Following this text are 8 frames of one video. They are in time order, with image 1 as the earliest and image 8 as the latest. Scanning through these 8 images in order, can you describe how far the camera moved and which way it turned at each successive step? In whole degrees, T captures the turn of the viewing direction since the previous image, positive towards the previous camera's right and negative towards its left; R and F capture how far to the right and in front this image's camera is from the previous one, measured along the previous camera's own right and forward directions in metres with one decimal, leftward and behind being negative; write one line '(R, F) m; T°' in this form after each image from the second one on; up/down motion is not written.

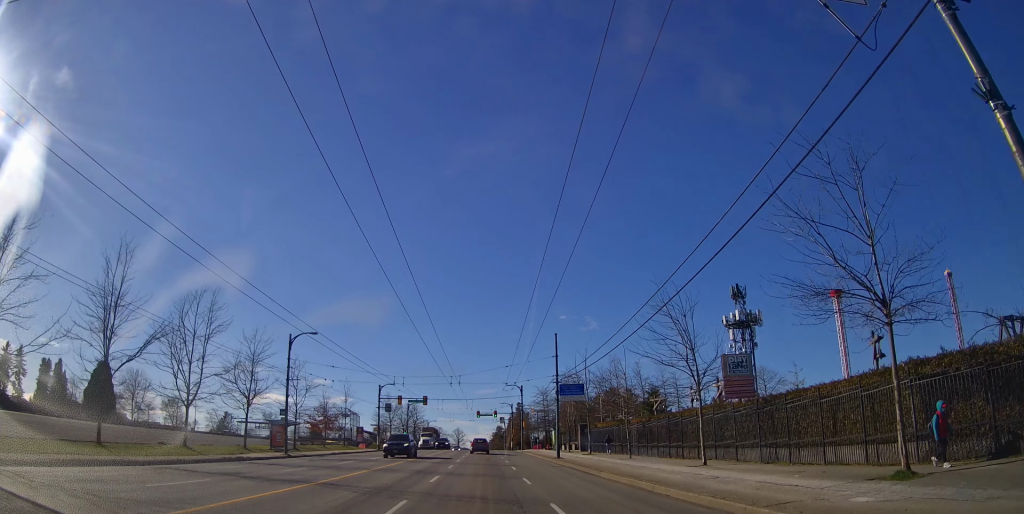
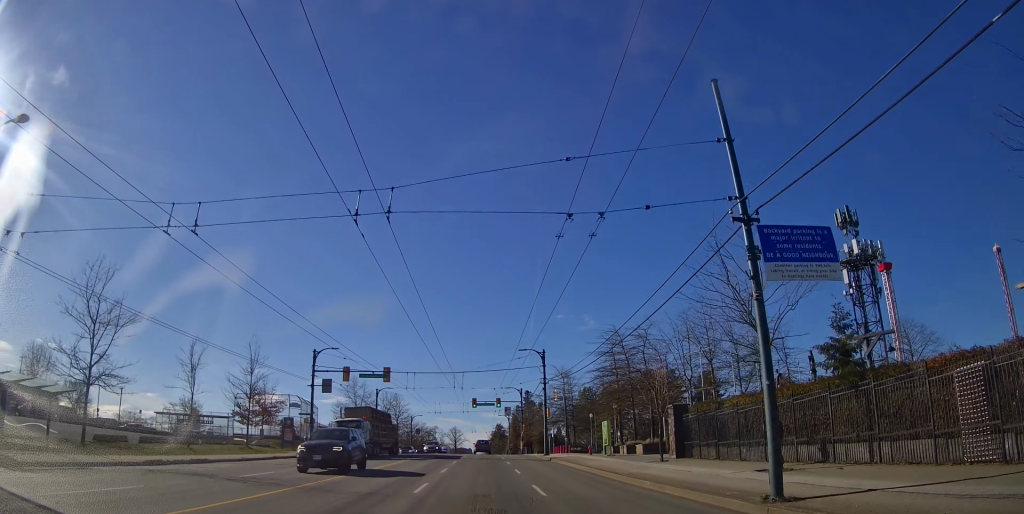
(0.0, +32.1) m; 0°
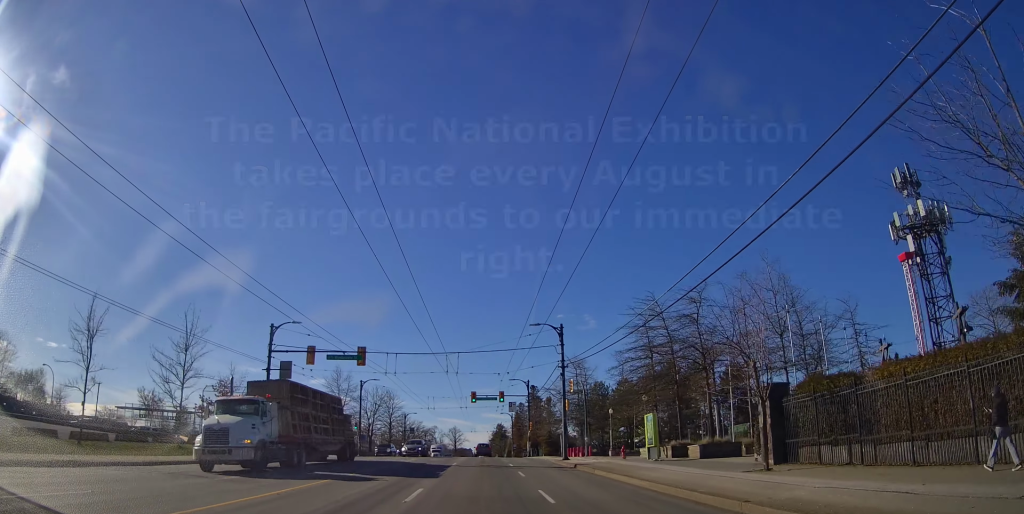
(0.0, +11.1) m; 0°
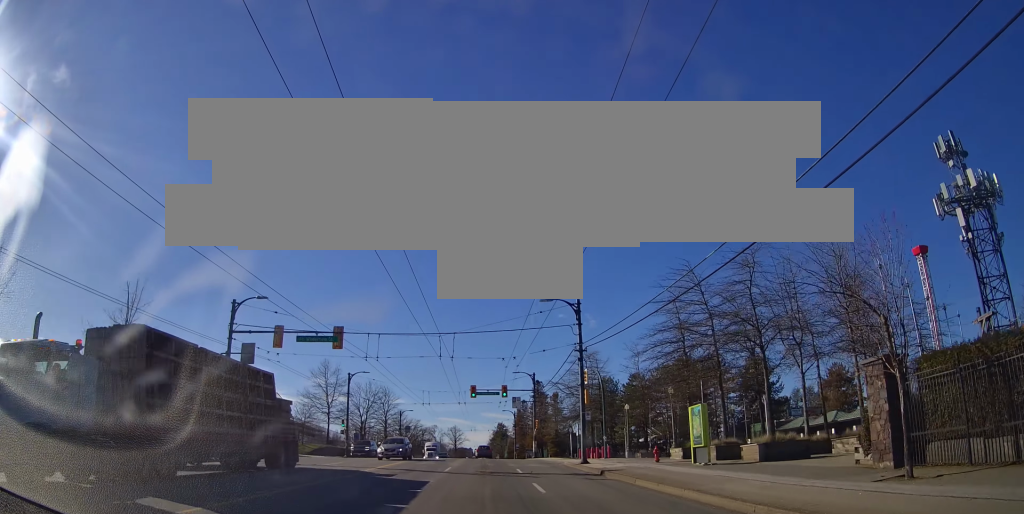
(0.0, +6.8) m; 0°
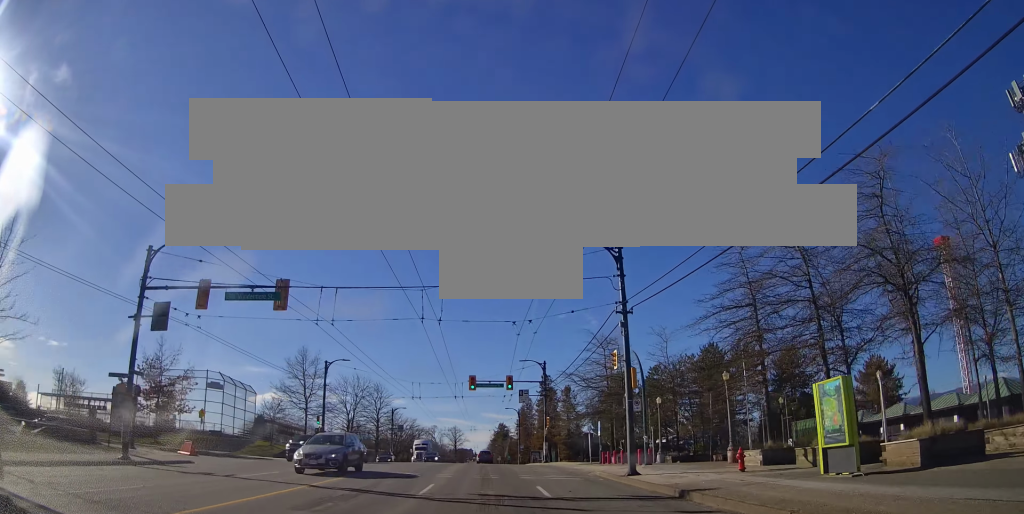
(0.0, +9.9) m; 0°
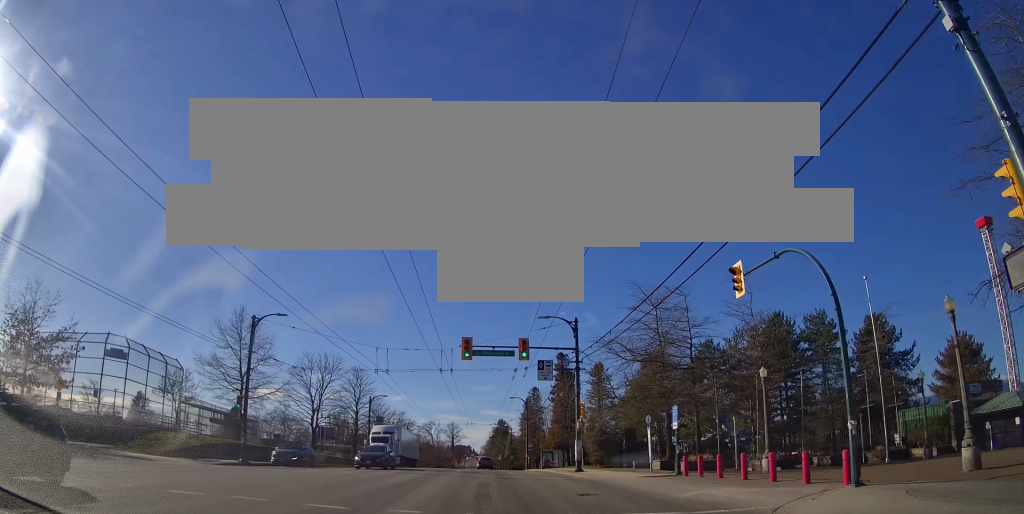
(0.0, +18.0) m; 0°
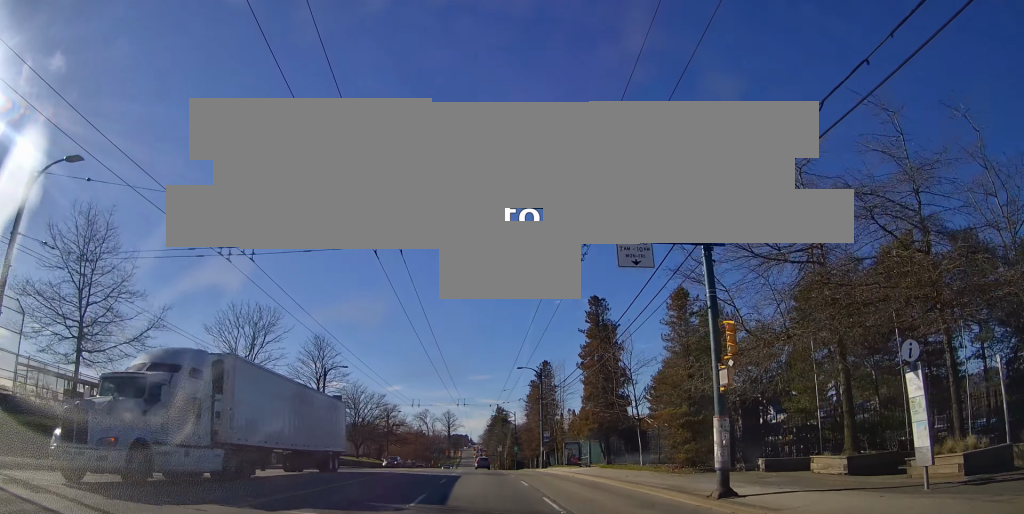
(0.0, +21.1) m; 0°
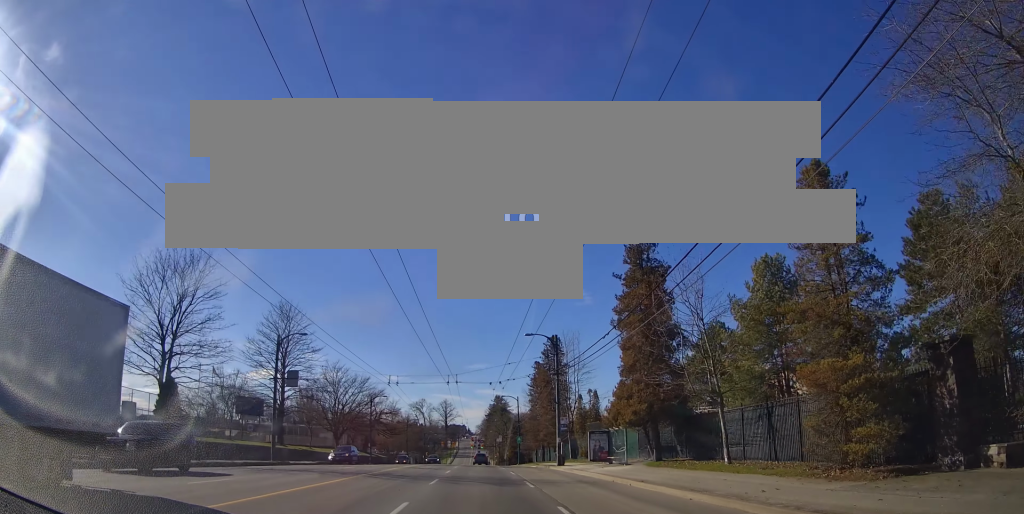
(0.0, +12.3) m; 0°
